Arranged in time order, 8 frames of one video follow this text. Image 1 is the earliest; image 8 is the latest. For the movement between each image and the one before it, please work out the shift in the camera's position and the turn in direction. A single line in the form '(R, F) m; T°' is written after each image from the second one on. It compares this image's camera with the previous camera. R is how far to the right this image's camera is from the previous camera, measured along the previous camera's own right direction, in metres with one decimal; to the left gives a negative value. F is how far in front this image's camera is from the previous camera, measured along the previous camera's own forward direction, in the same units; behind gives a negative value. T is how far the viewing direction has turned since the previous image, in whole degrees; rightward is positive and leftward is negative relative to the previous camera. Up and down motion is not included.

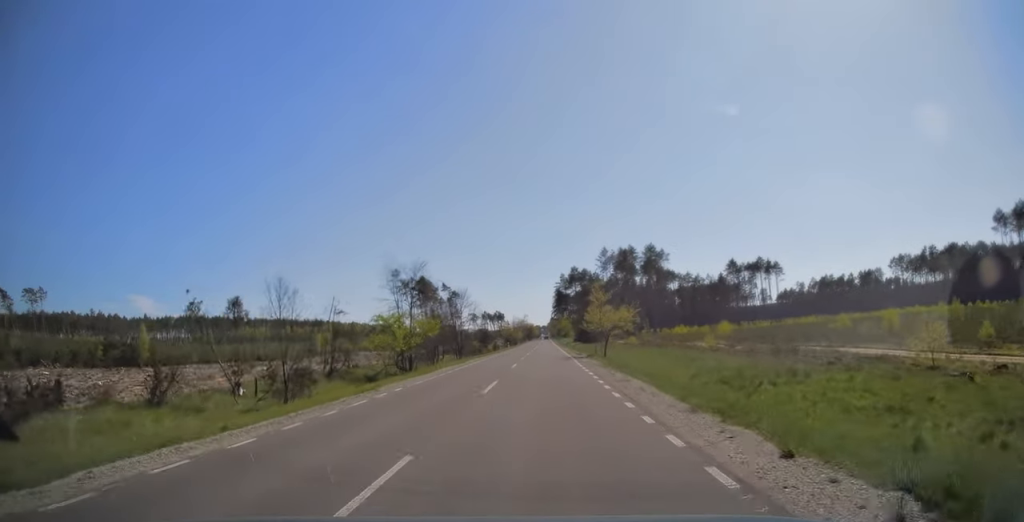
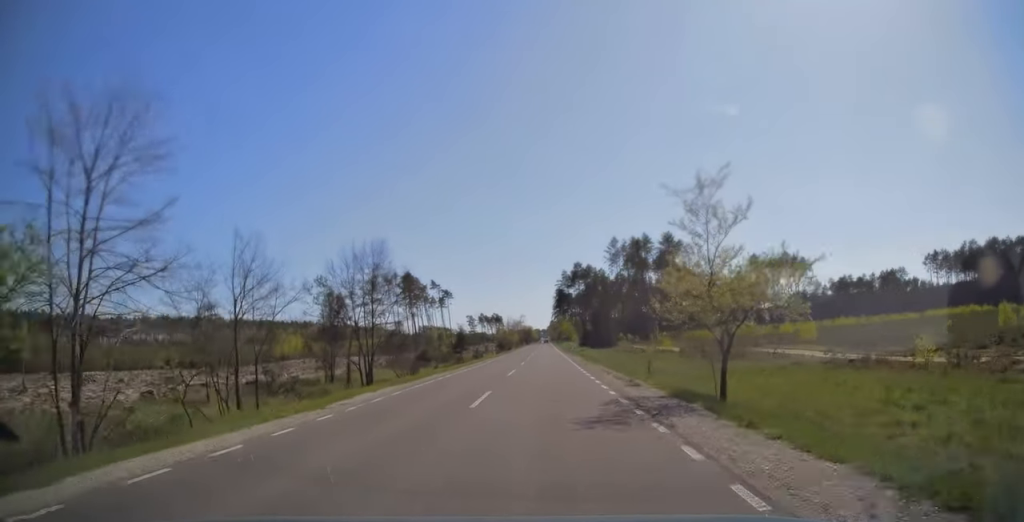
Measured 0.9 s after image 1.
(-0.1, +26.1) m; 0°
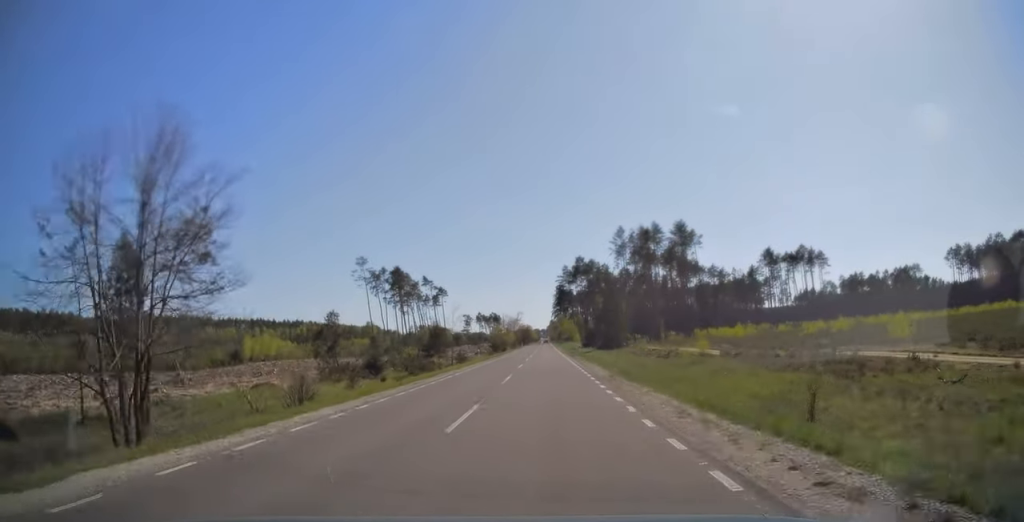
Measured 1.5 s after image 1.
(0.0, +15.1) m; 0°
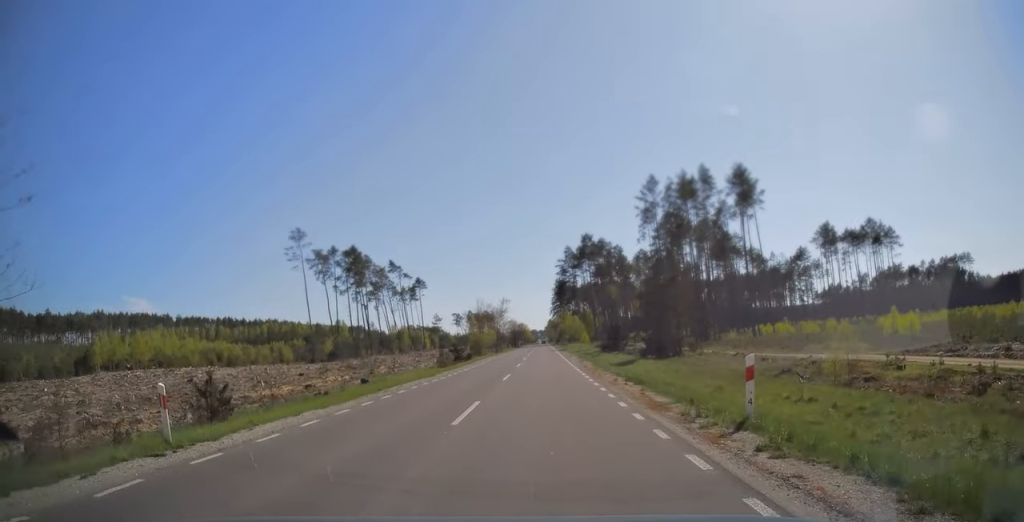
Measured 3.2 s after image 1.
(+0.2, +46.2) m; 0°
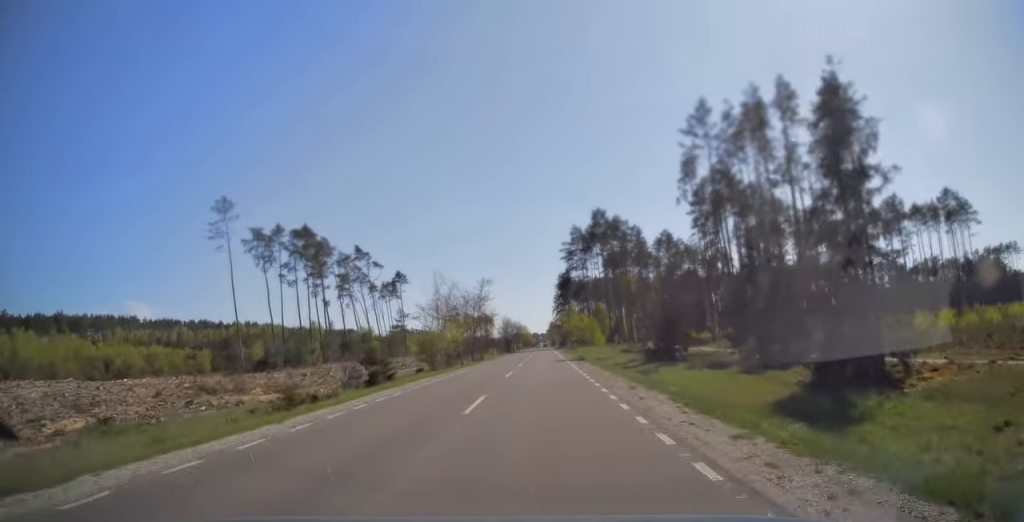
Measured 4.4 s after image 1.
(0.0, +33.8) m; 0°
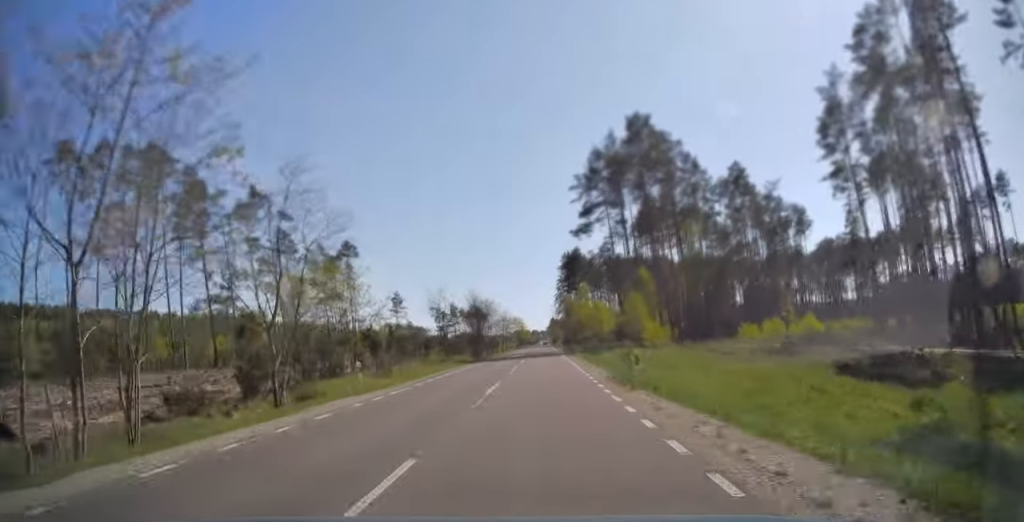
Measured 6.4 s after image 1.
(-0.1, +55.4) m; 0°
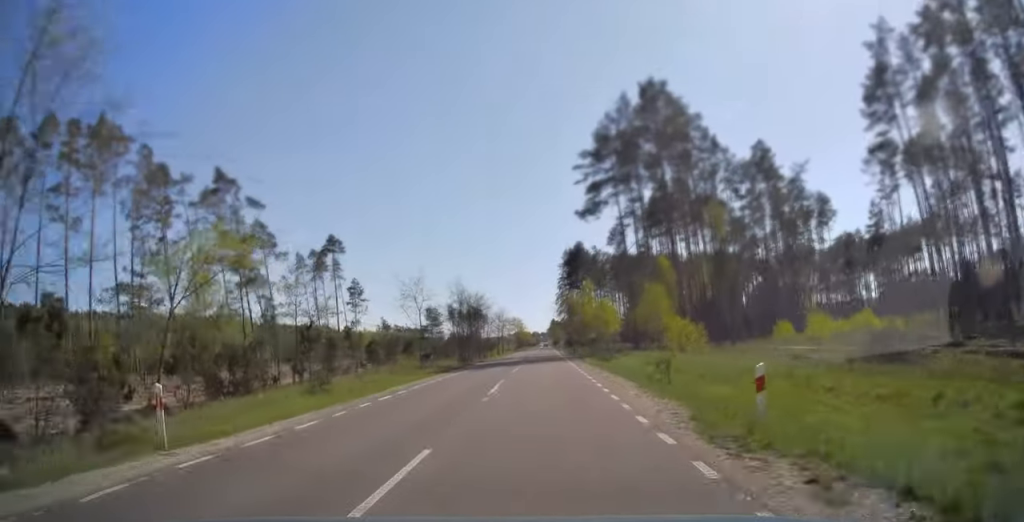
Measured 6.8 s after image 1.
(0.0, +11.0) m; 0°
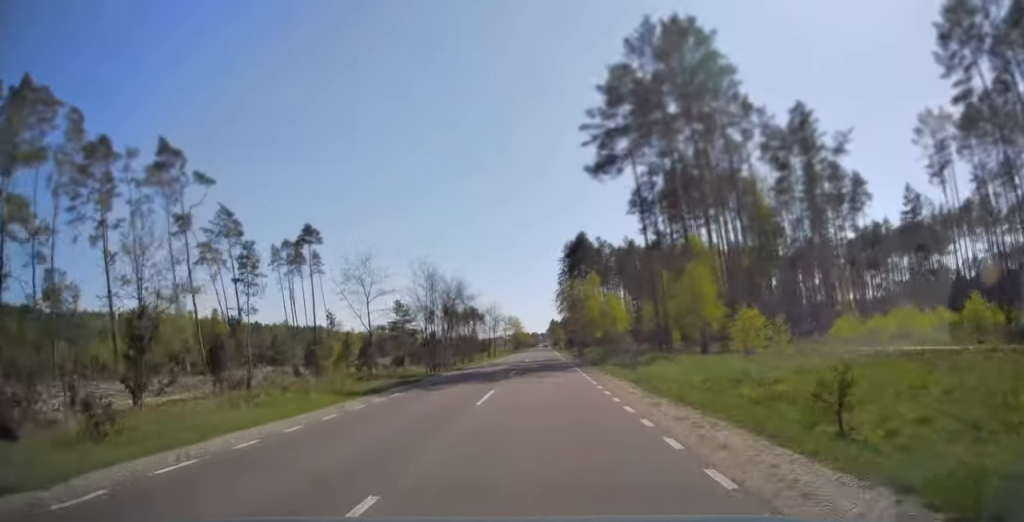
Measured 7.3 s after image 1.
(0.0, +14.2) m; 0°
